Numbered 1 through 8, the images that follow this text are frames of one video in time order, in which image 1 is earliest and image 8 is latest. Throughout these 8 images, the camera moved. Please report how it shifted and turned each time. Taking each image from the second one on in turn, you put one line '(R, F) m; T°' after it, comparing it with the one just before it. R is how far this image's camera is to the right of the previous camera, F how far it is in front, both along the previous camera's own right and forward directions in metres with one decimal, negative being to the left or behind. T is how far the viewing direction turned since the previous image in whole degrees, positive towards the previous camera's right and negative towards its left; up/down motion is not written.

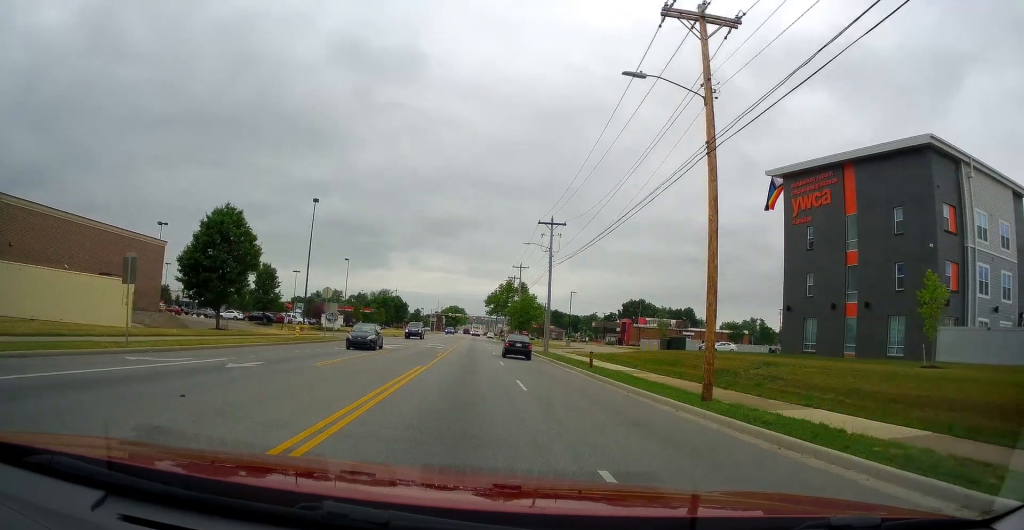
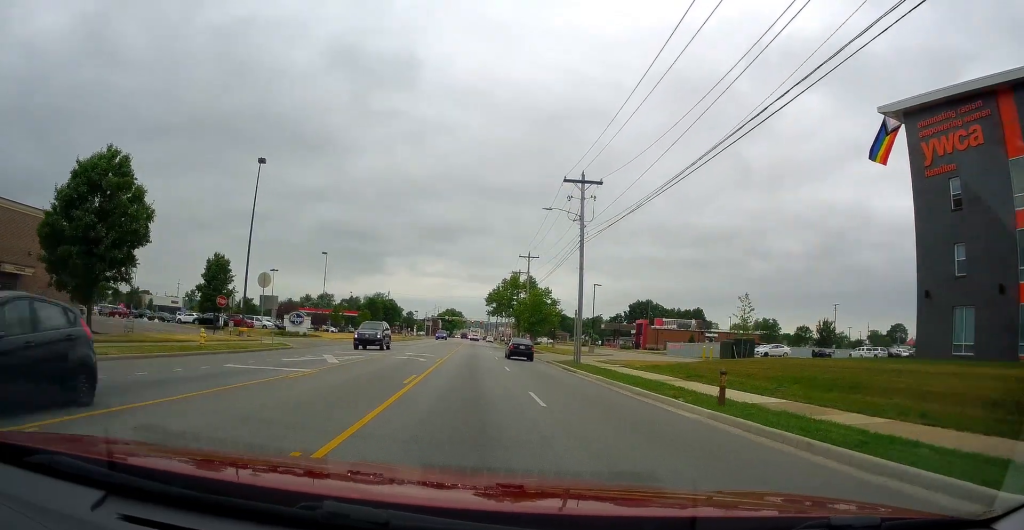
(-0.4, +15.5) m; -1°
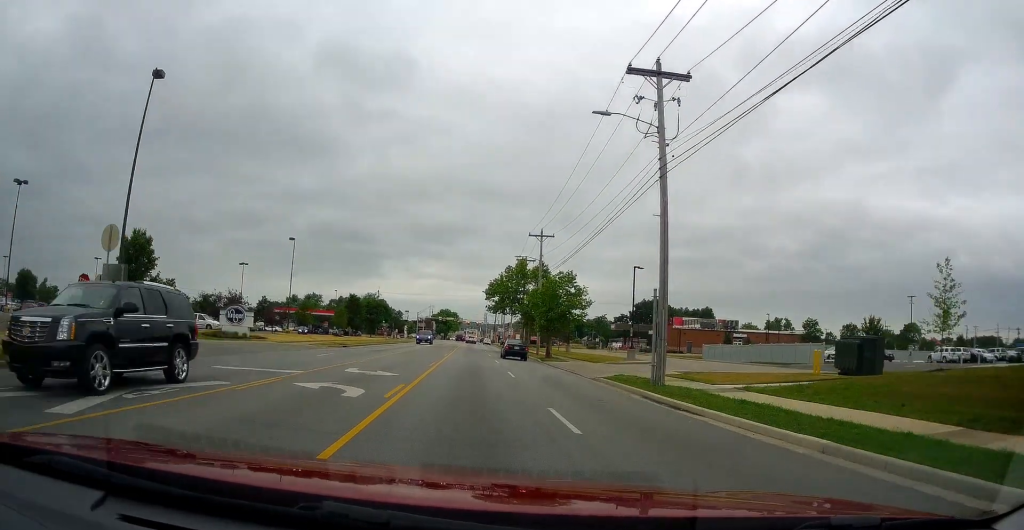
(+0.3, +16.1) m; +2°
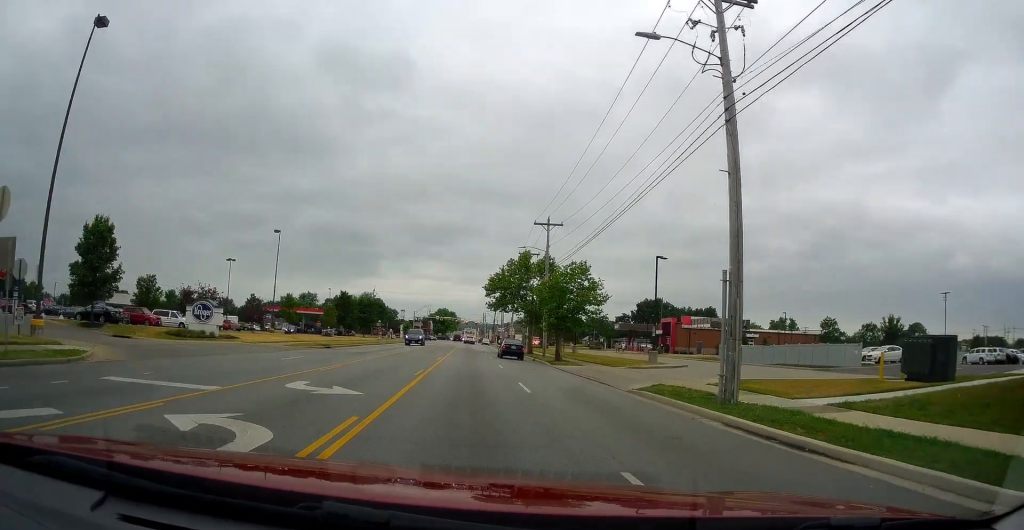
(0.0, +5.8) m; 0°
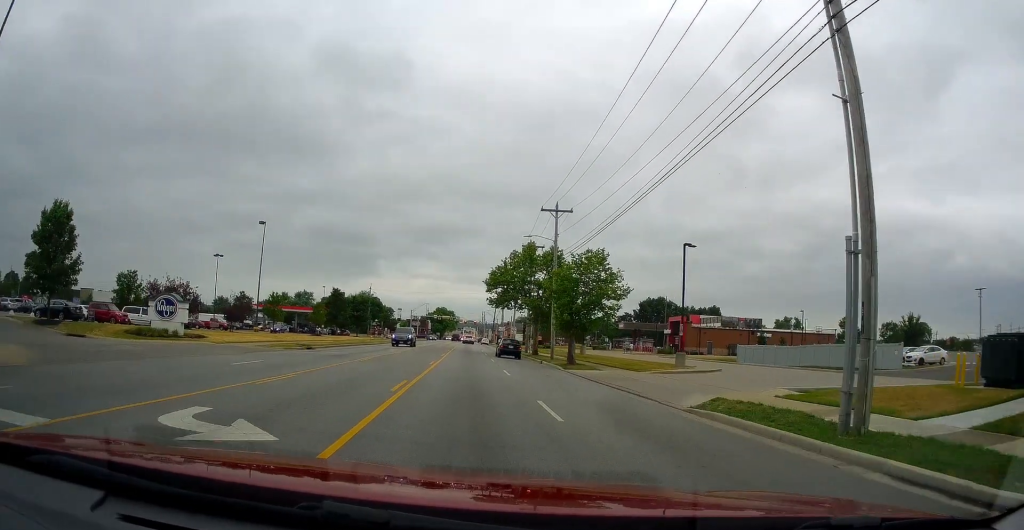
(0.0, +5.4) m; 0°
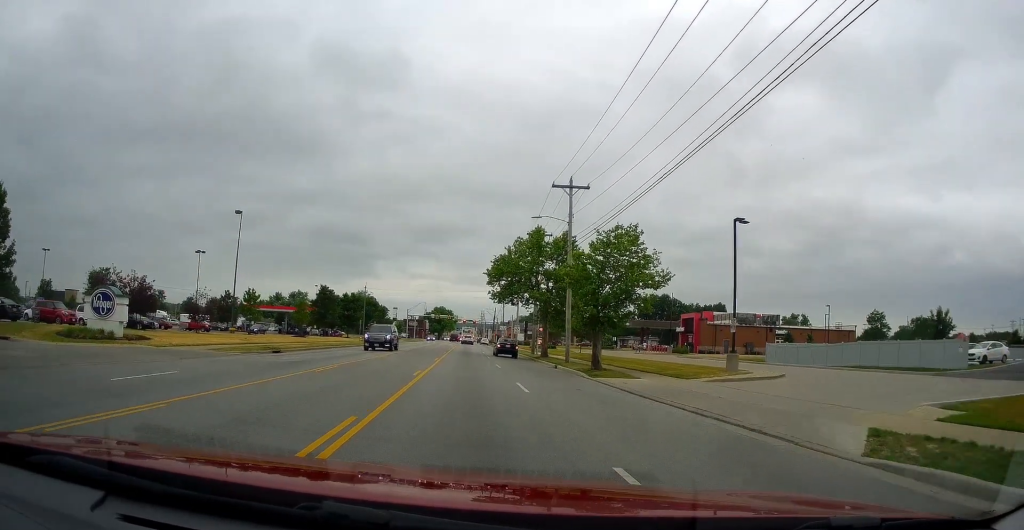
(0.0, +7.1) m; 0°
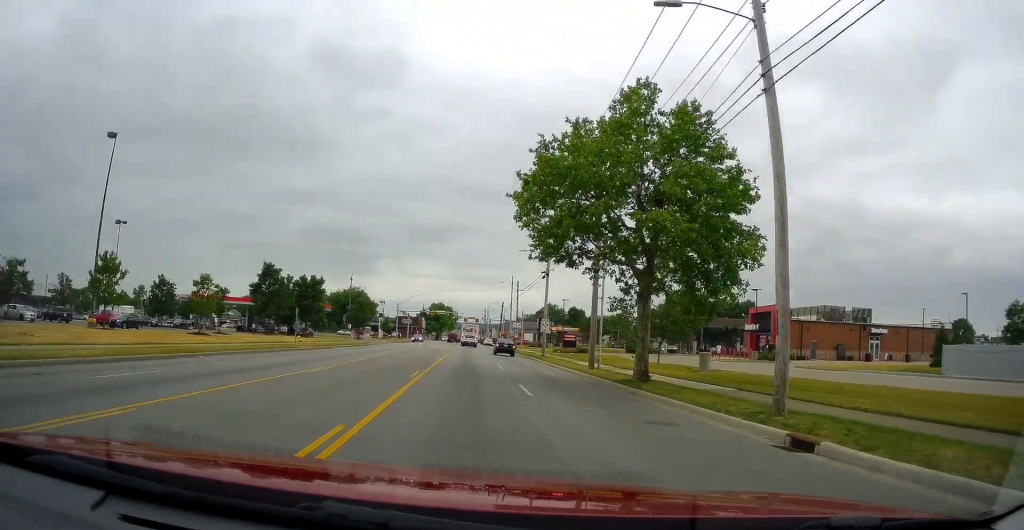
(+0.1, +25.3) m; +1°
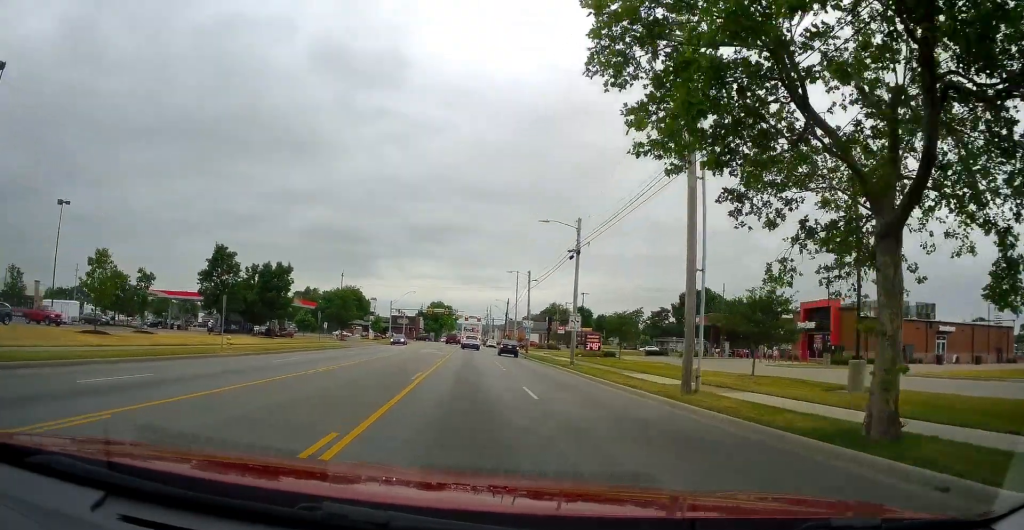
(+0.1, +12.7) m; -1°
